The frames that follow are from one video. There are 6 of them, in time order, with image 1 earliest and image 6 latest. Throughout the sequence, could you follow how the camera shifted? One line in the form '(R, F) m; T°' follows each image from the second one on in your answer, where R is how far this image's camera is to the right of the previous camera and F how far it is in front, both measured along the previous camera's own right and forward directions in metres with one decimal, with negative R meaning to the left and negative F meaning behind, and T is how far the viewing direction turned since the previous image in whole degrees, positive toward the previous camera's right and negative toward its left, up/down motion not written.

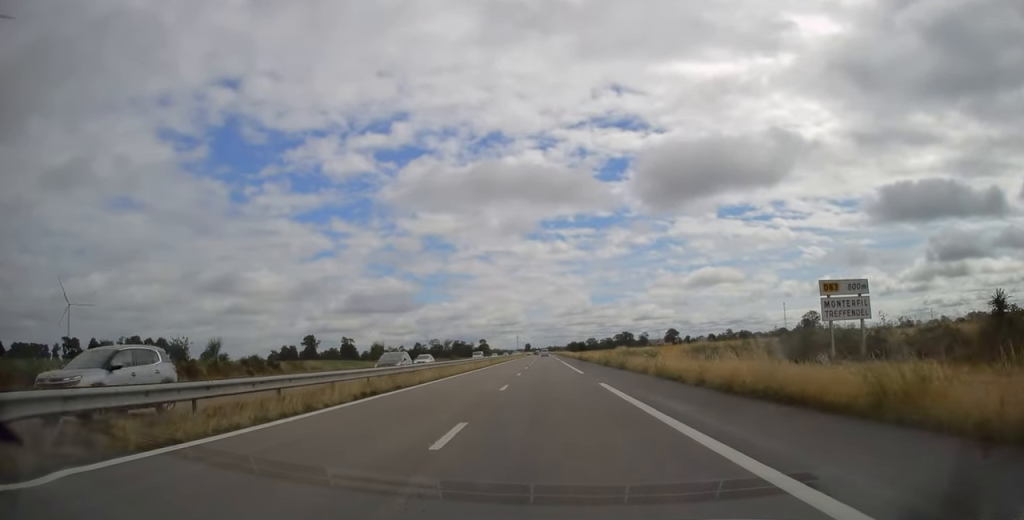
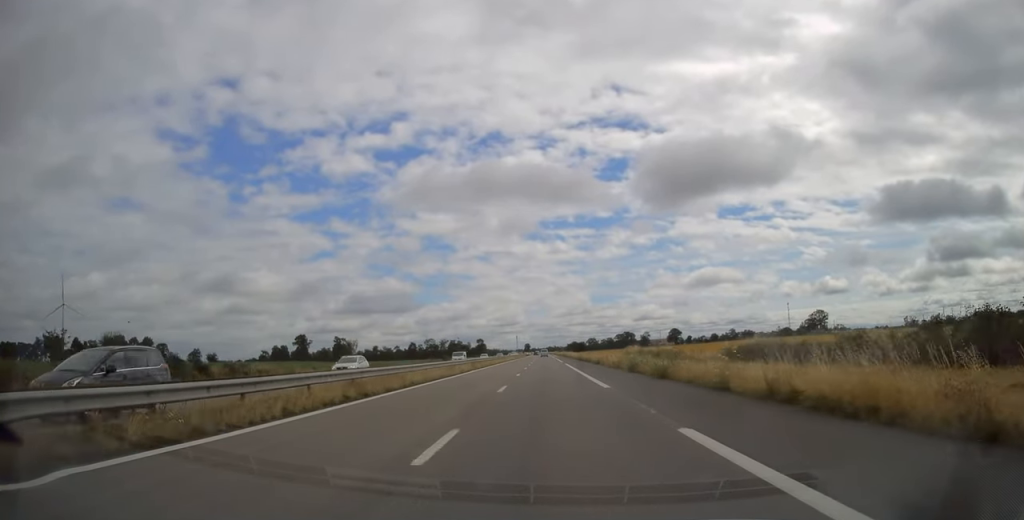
(0.0, +13.9) m; 0°
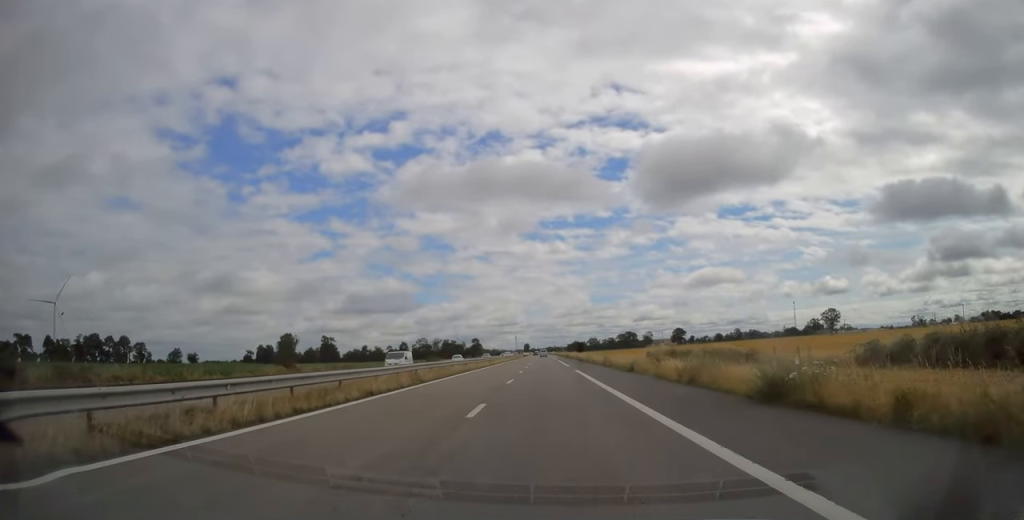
(0.0, +21.2) m; 0°
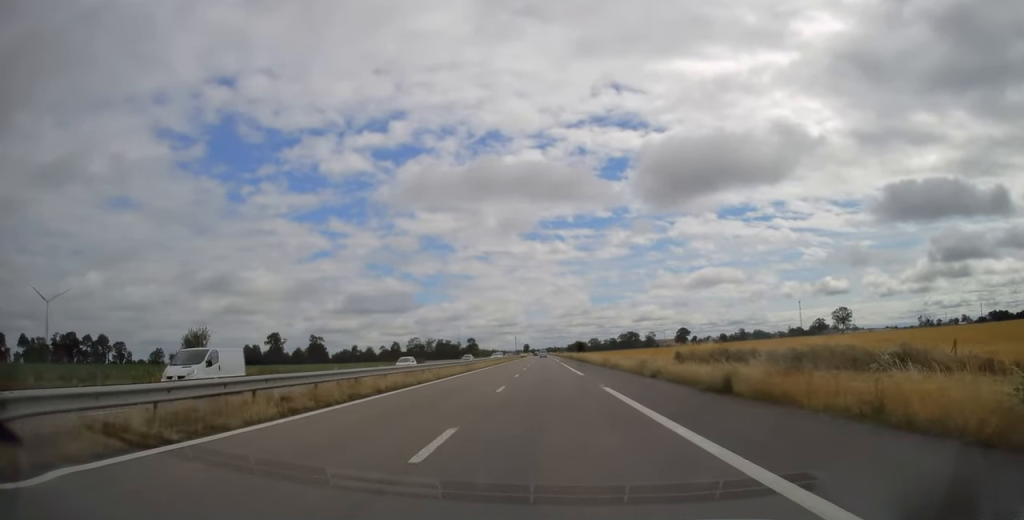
(+0.1, +18.1) m; 0°
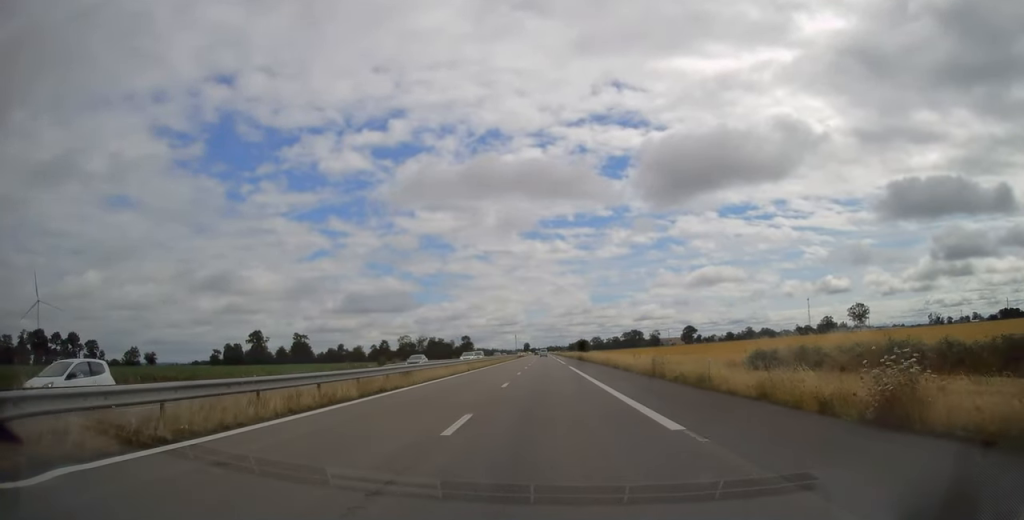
(-0.4, +23.8) m; 0°
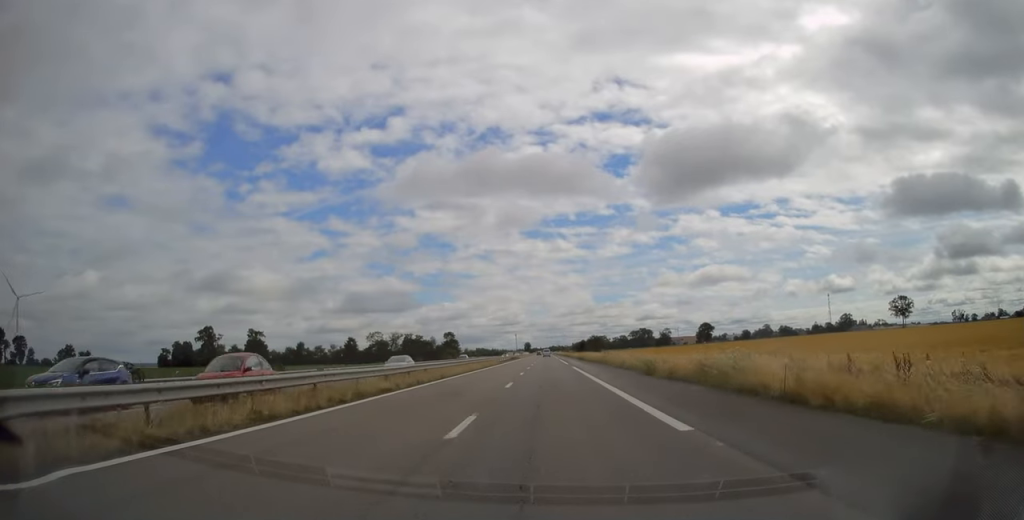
(+0.6, +52.7) m; +1°
